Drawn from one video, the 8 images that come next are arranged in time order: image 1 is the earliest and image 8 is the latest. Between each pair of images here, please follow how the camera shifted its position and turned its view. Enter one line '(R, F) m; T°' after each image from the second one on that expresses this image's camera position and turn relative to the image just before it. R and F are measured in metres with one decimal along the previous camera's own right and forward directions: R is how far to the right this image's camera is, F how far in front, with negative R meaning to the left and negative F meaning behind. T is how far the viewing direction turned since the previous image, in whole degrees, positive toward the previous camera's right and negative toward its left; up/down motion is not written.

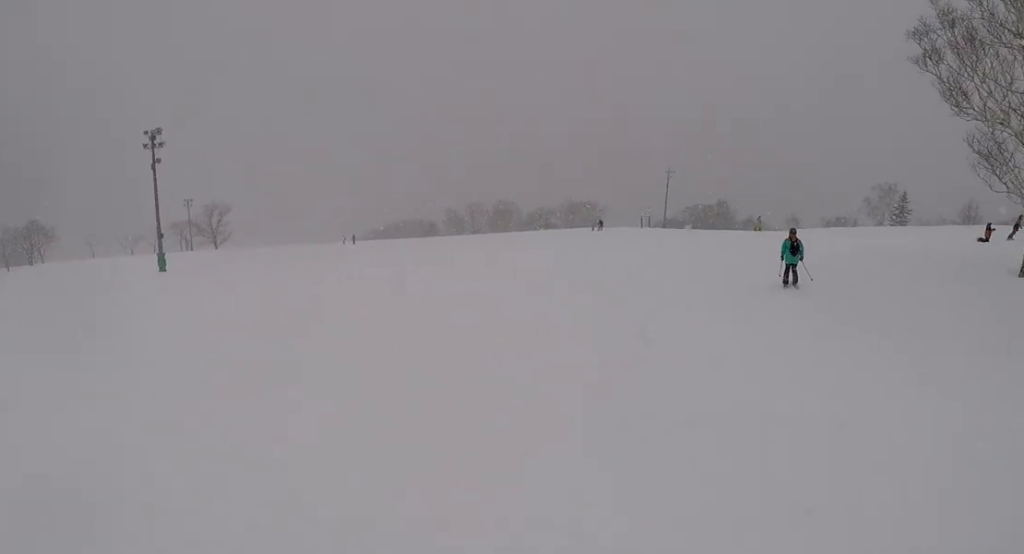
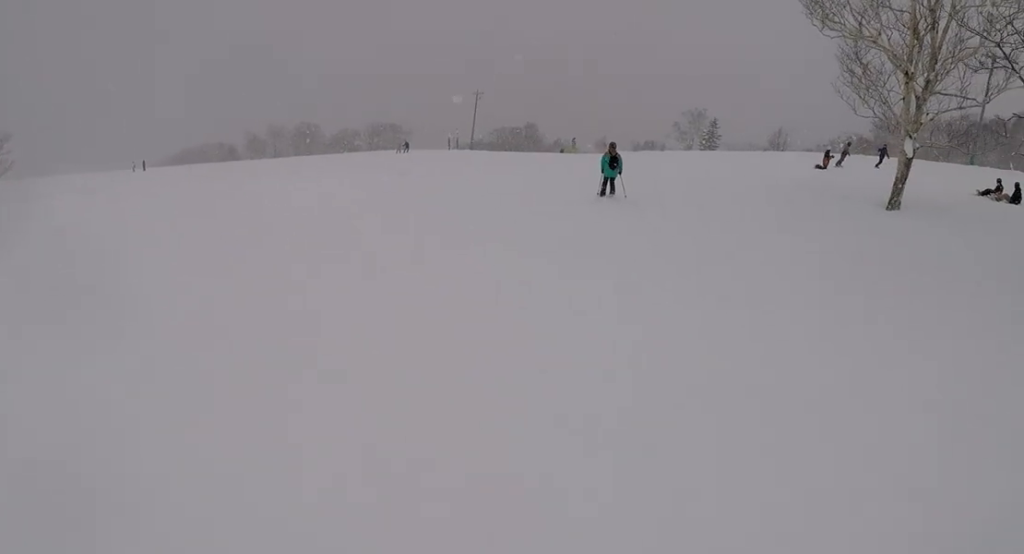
(+0.3, +4.3) m; +4°
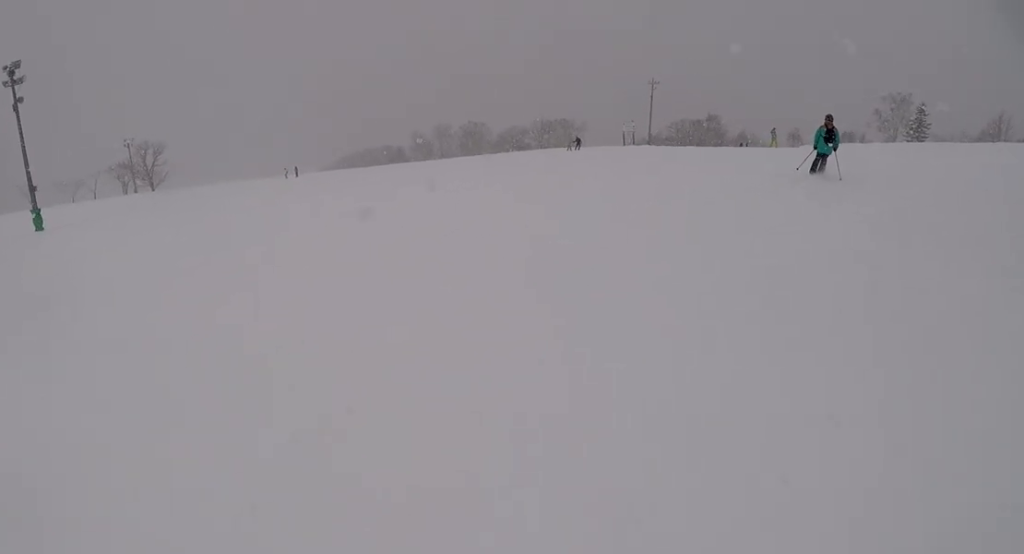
(0.0, +8.6) m; 0°
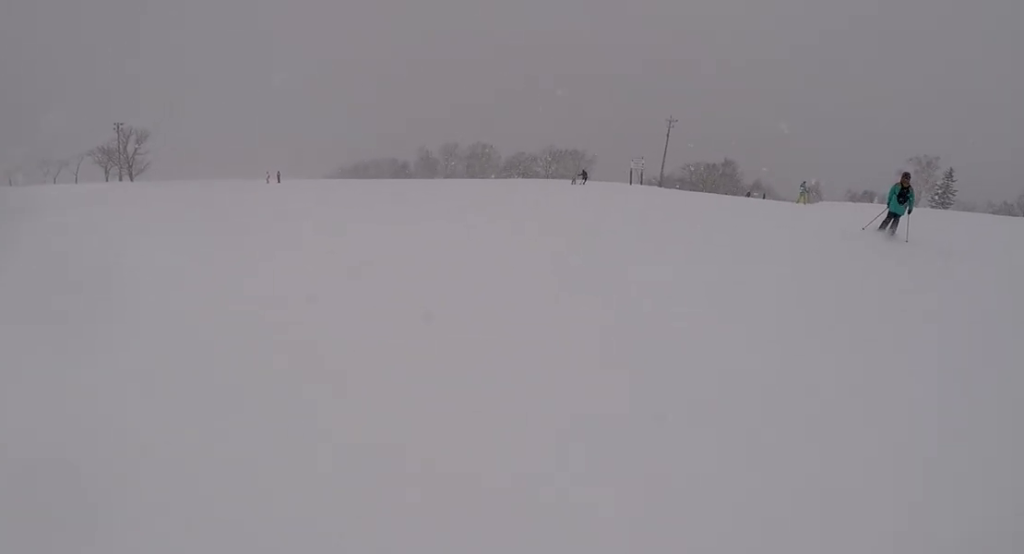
(0.0, +8.1) m; -2°
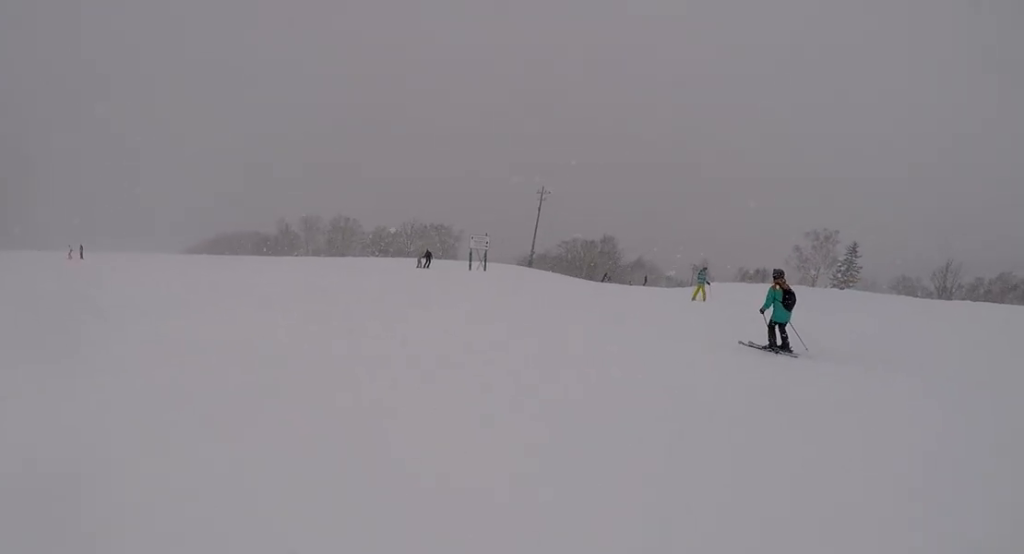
(+1.9, +14.8) m; +9°
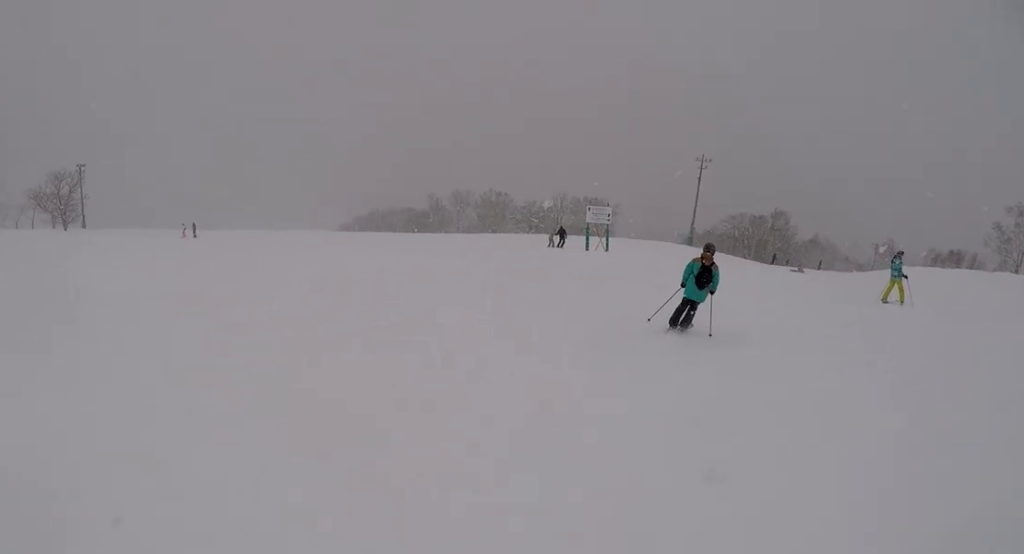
(-1.3, +10.0) m; -12°
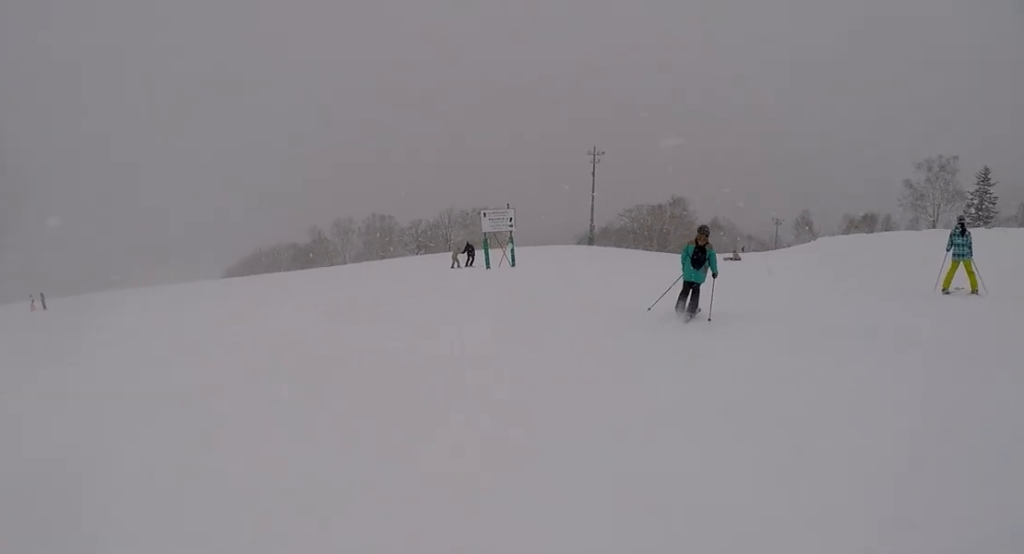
(-0.1, +8.4) m; +1°
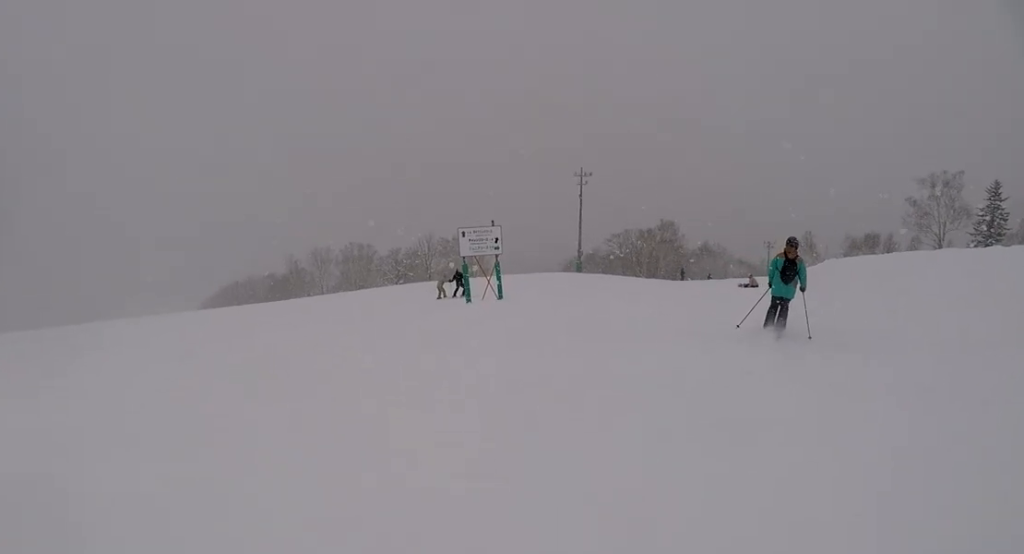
(-0.1, +4.9) m; +8°
